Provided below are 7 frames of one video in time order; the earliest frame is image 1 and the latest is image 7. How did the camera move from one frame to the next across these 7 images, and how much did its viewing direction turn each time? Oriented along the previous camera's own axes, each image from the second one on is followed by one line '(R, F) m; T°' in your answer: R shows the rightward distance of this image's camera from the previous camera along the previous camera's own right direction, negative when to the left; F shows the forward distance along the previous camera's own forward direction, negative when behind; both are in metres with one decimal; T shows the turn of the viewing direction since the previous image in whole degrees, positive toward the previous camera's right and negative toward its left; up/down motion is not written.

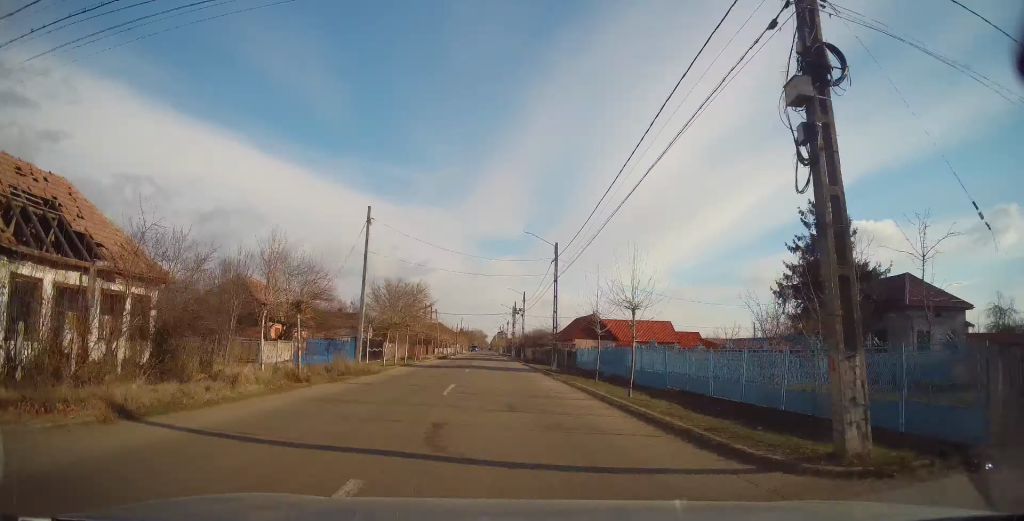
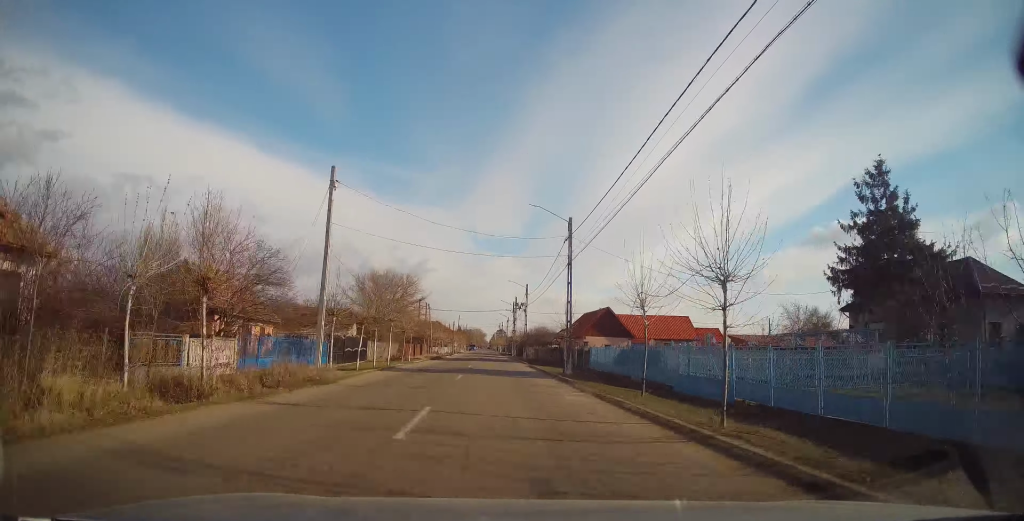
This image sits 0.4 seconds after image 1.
(0.0, +6.7) m; 0°
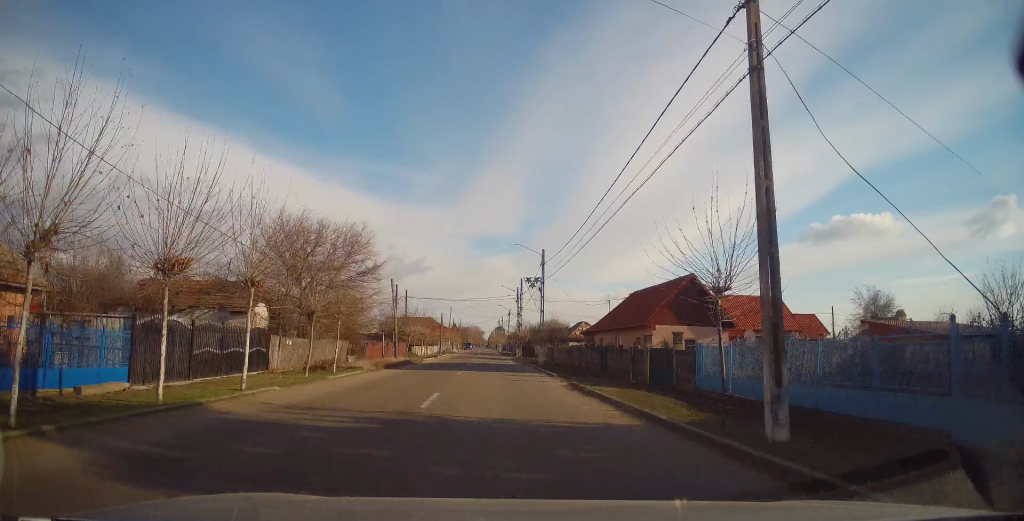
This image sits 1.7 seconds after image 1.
(+0.1, +20.4) m; 0°
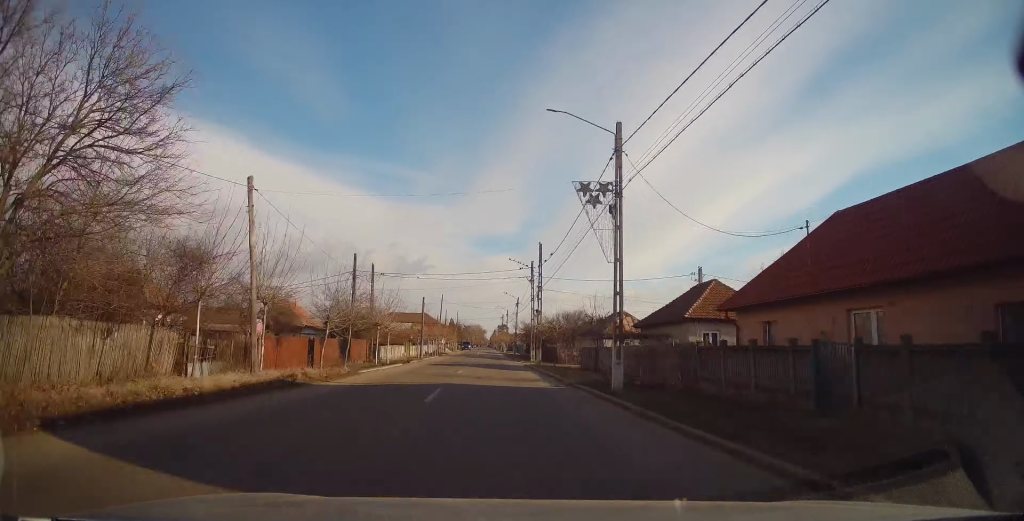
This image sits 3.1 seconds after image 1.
(+0.1, +22.4) m; +2°
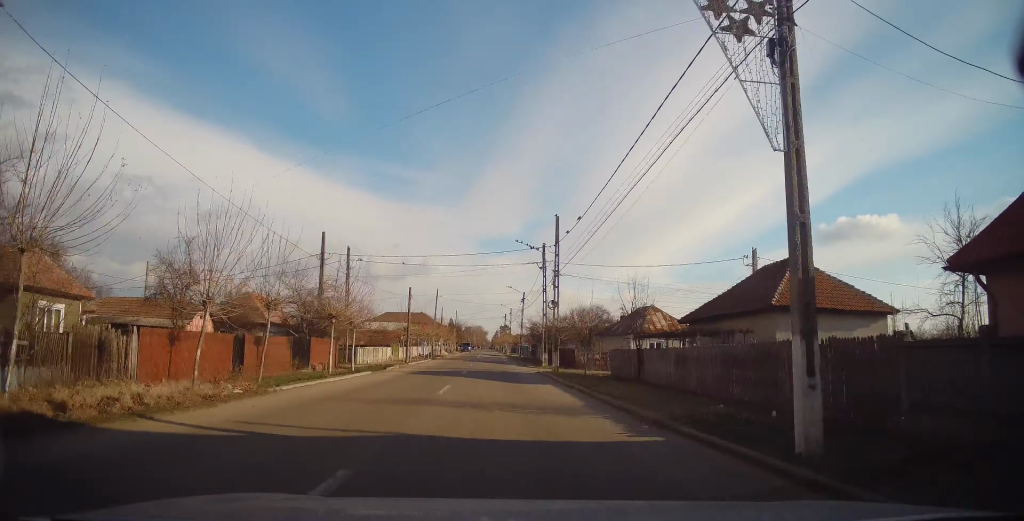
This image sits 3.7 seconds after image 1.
(+0.1, +10.1) m; -1°
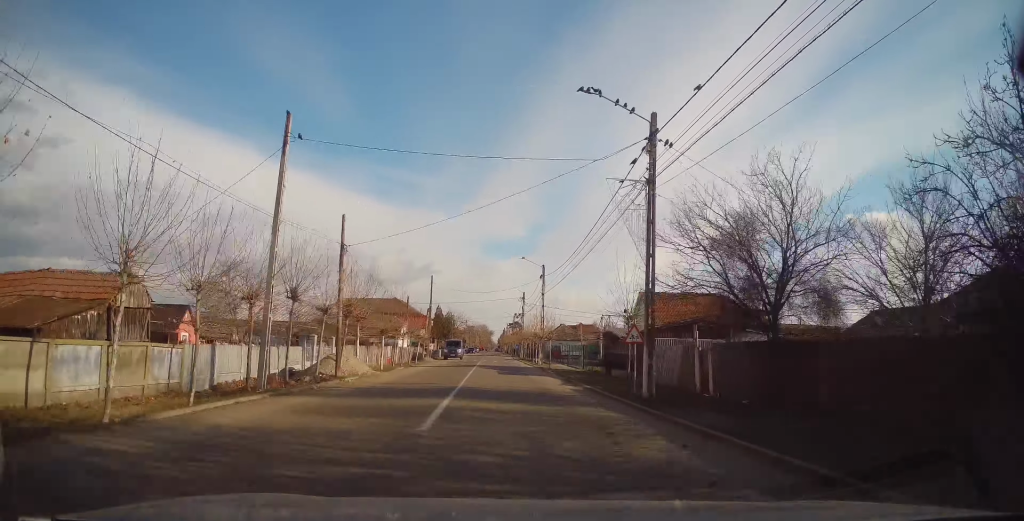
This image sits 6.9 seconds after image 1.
(-1.1, +52.6) m; -2°
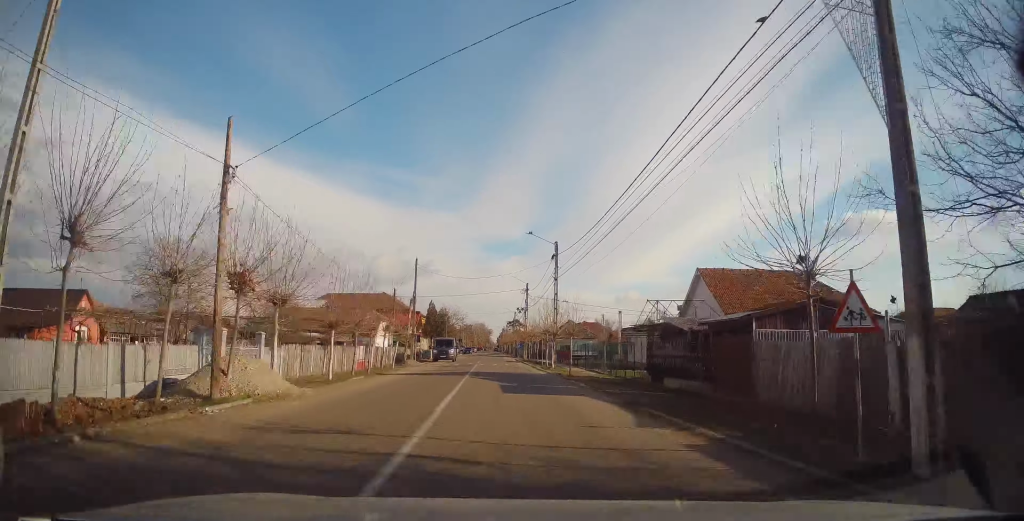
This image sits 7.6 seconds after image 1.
(-0.1, +10.4) m; 0°
